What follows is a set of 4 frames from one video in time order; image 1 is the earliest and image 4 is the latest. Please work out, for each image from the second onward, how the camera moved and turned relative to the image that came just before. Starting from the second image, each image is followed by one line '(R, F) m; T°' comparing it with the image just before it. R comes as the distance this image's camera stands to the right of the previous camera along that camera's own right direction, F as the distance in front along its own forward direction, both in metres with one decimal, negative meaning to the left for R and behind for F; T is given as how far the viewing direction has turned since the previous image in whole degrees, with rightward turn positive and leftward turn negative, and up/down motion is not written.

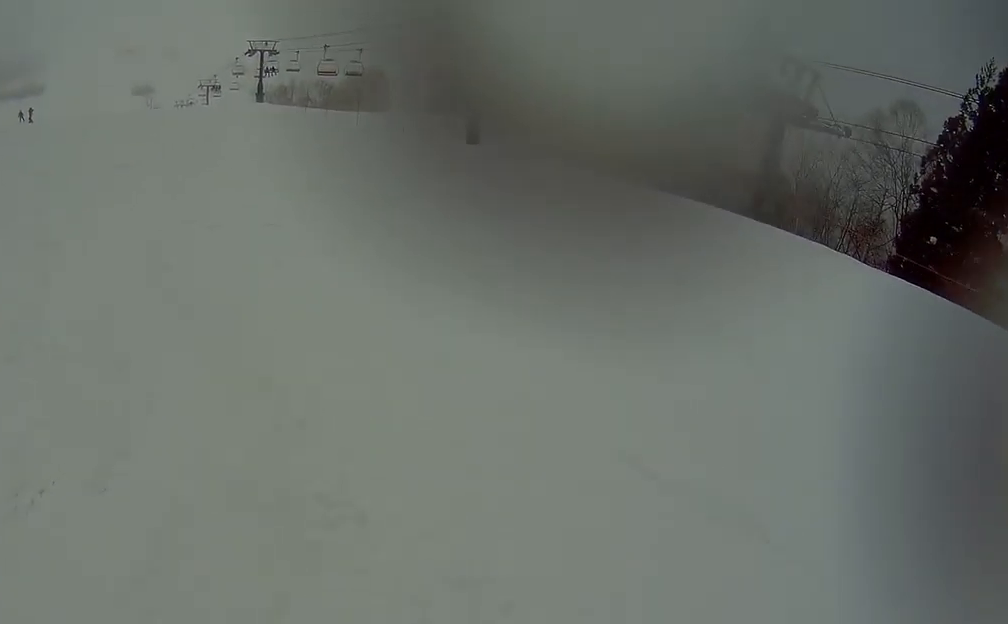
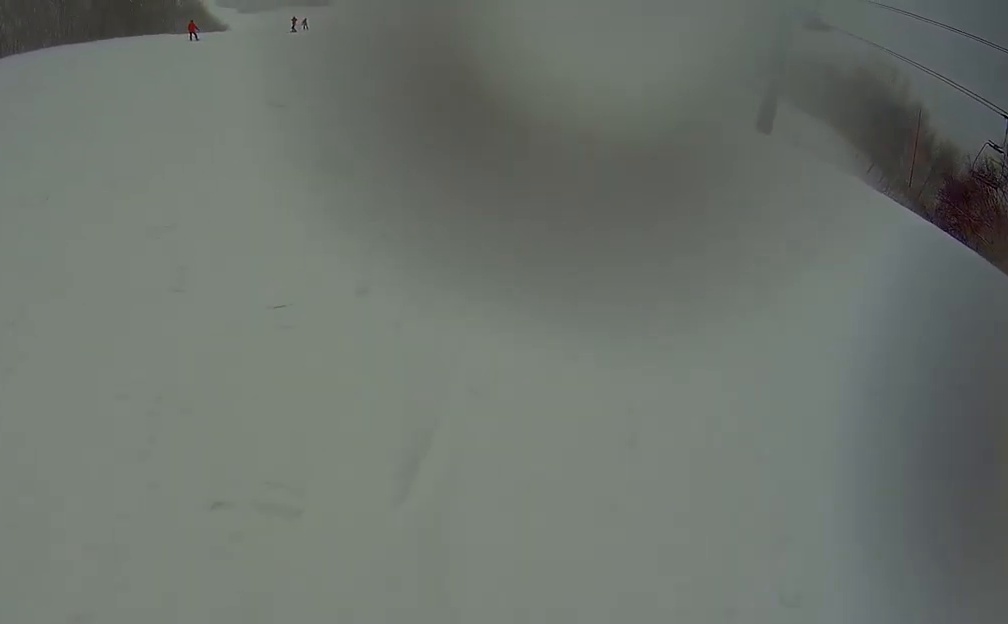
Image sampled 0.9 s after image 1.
(-0.7, +4.7) m; -14°
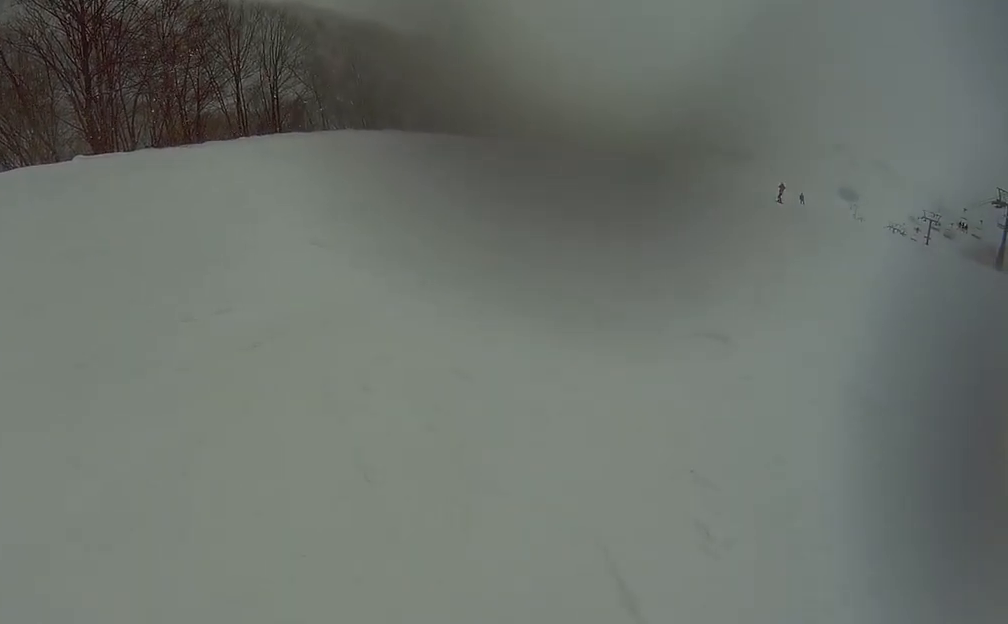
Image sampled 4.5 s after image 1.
(-5.0, +12.3) m; -90°
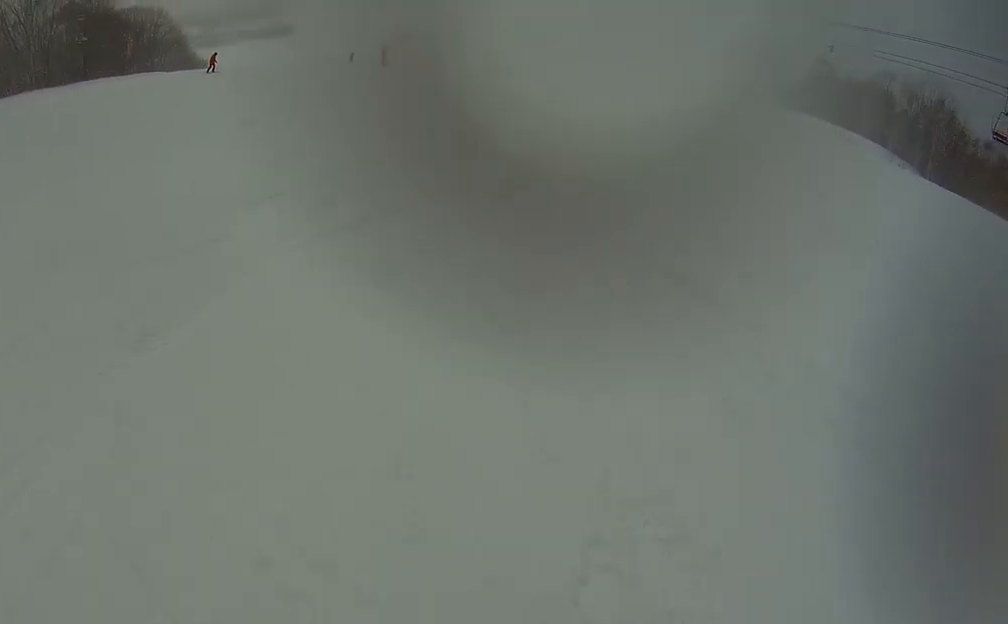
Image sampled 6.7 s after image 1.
(+0.4, +8.9) m; +17°
